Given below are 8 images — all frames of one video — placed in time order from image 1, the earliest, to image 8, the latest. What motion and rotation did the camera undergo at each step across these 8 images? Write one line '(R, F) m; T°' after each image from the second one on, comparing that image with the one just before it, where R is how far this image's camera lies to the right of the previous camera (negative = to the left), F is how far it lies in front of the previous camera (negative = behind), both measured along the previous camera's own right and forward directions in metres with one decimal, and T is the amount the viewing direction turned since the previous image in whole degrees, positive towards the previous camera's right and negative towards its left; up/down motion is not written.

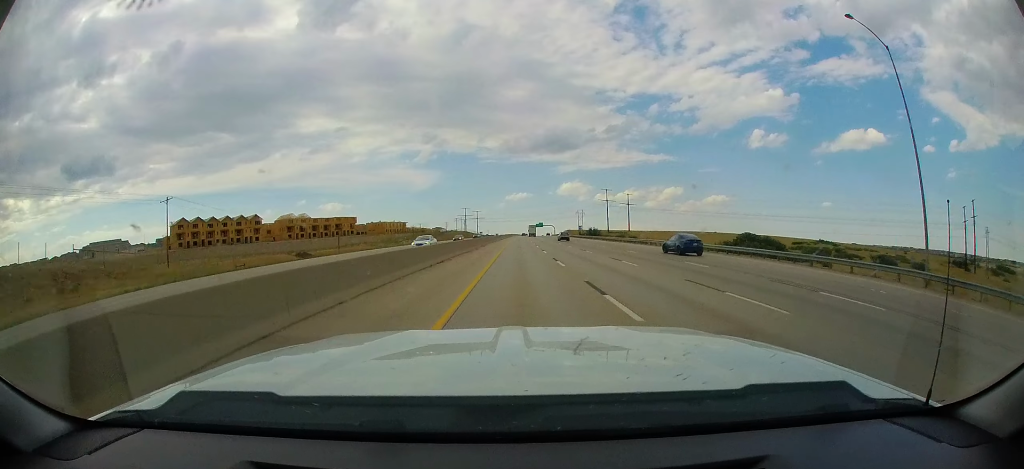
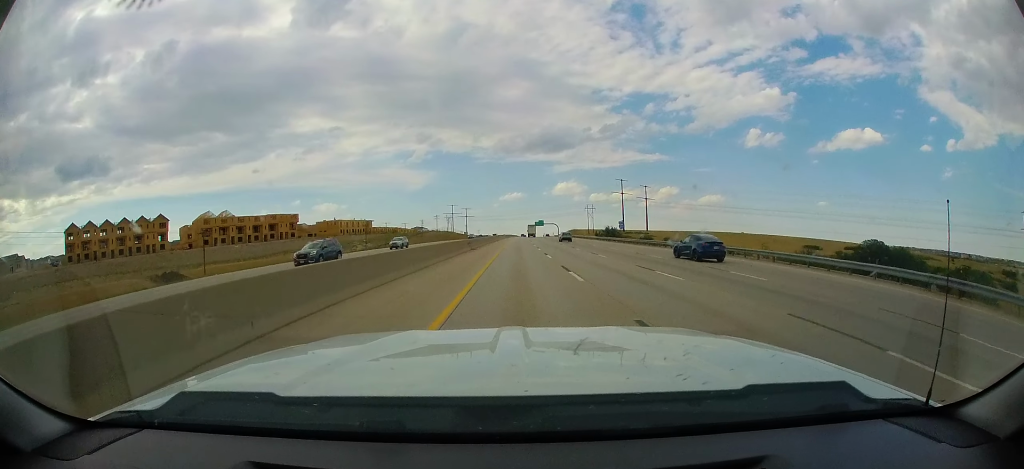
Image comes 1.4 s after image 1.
(0.0, +54.4) m; 0°
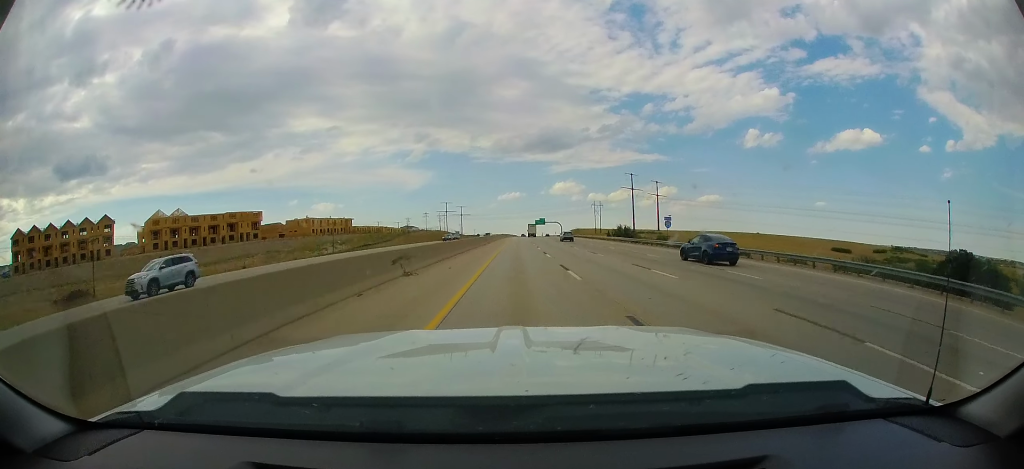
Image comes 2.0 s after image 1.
(-0.1, +23.9) m; 0°
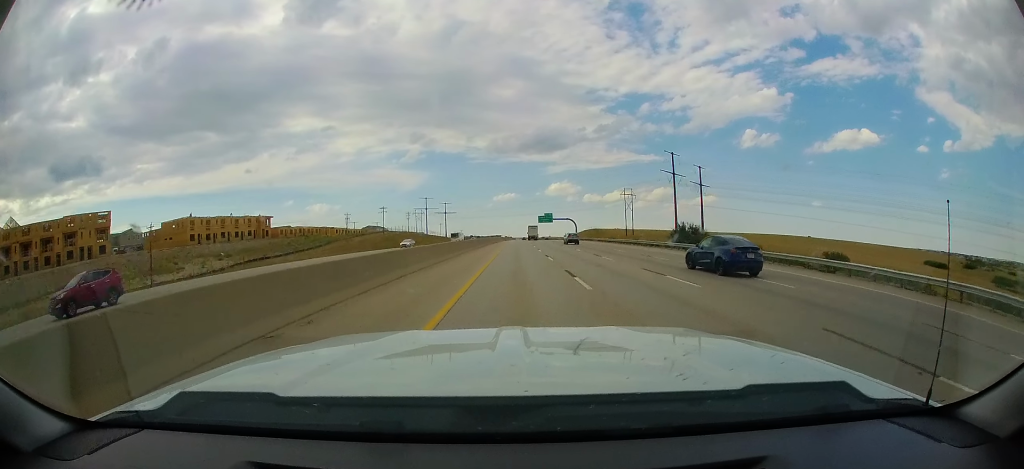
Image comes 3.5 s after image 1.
(+0.7, +62.6) m; +1°
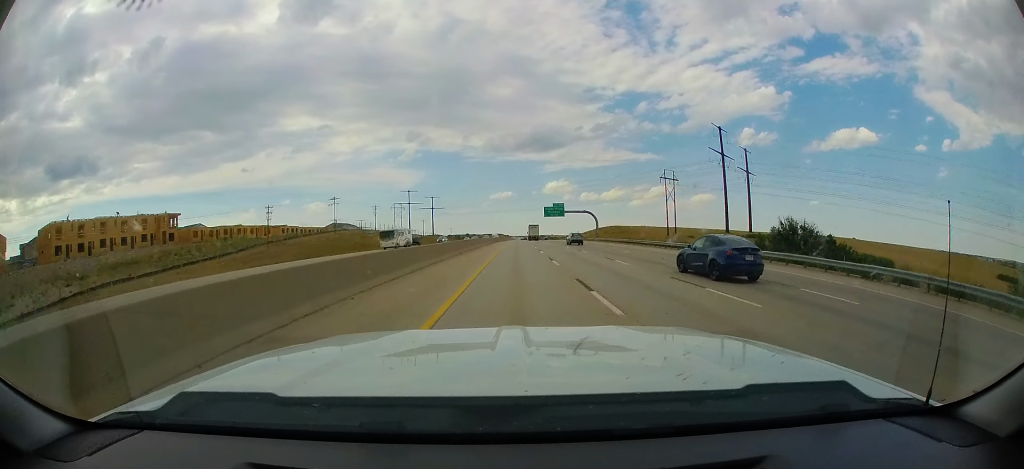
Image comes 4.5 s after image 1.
(+0.2, +40.1) m; +1°
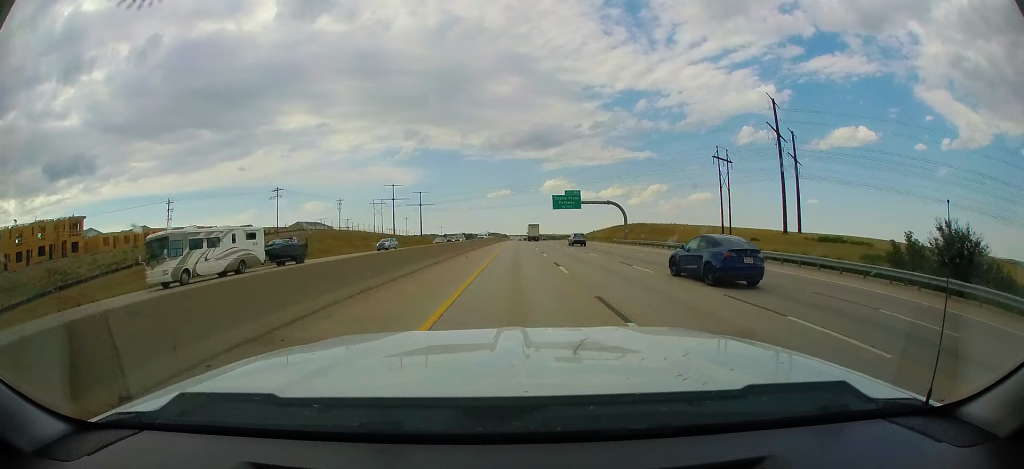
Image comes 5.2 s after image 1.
(+0.2, +28.2) m; 0°
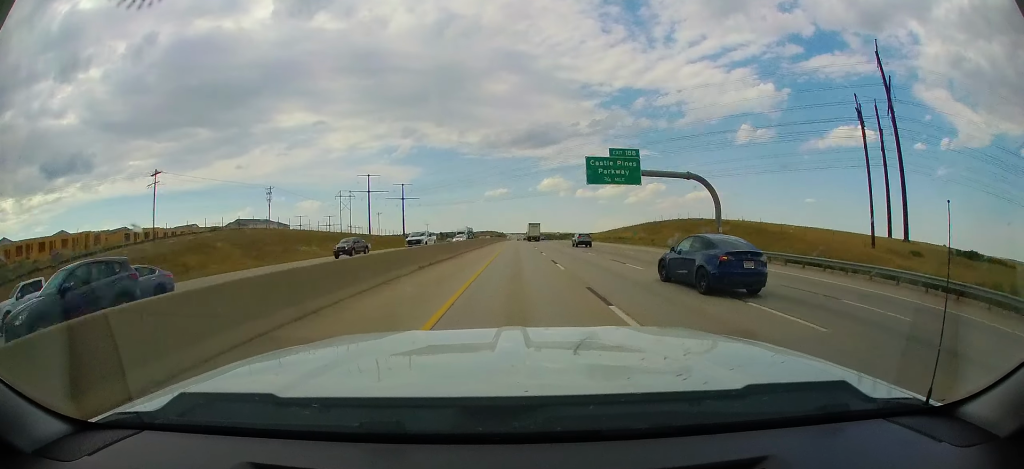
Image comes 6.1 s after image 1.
(0.0, +35.1) m; 0°
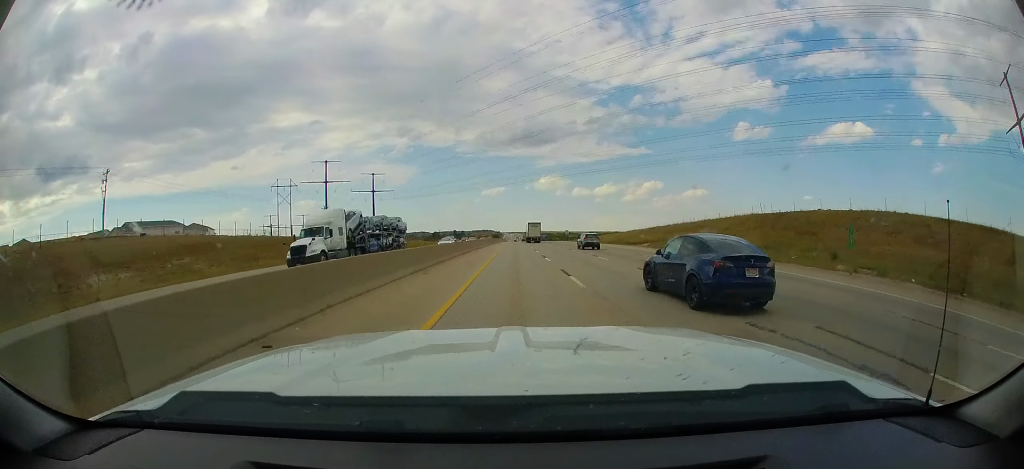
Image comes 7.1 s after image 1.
(+0.1, +42.2) m; +1°
